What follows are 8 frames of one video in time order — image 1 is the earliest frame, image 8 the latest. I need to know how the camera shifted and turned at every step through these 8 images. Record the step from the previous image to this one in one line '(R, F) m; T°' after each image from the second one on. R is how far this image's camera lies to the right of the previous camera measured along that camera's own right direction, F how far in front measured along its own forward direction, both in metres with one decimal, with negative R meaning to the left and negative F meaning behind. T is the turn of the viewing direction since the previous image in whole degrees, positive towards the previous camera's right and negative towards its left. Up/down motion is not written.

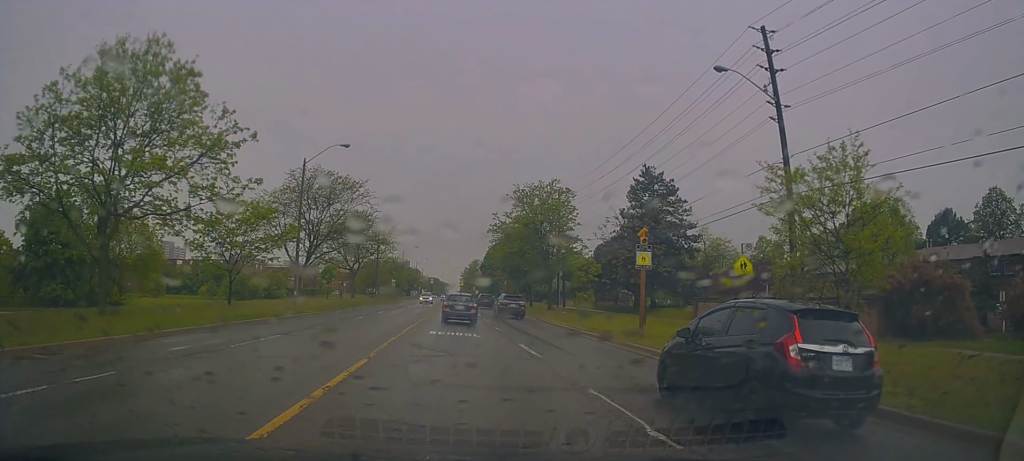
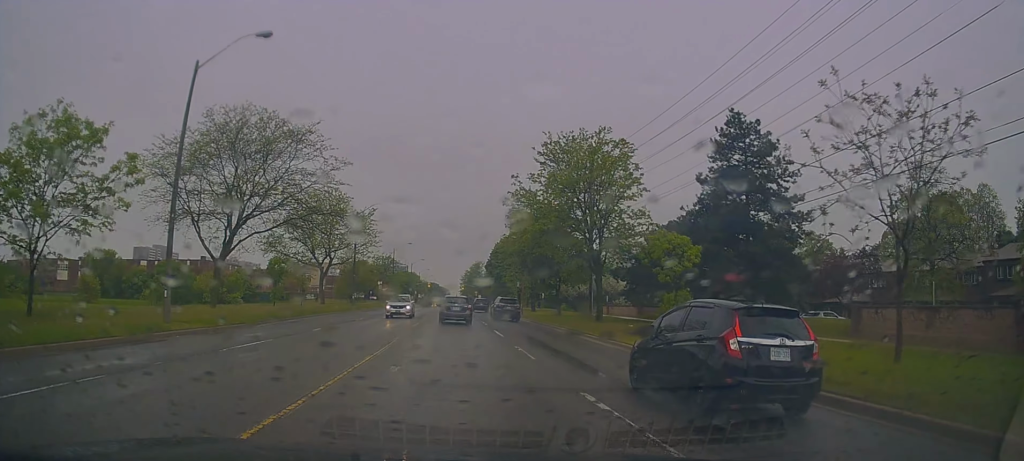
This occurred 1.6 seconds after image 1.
(-0.6, +18.4) m; -1°
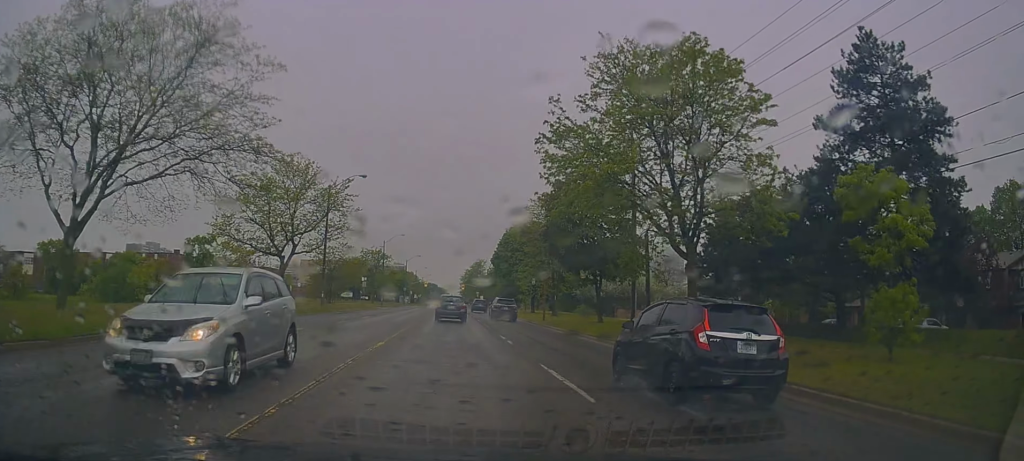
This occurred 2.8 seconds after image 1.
(+0.6, +14.2) m; +3°
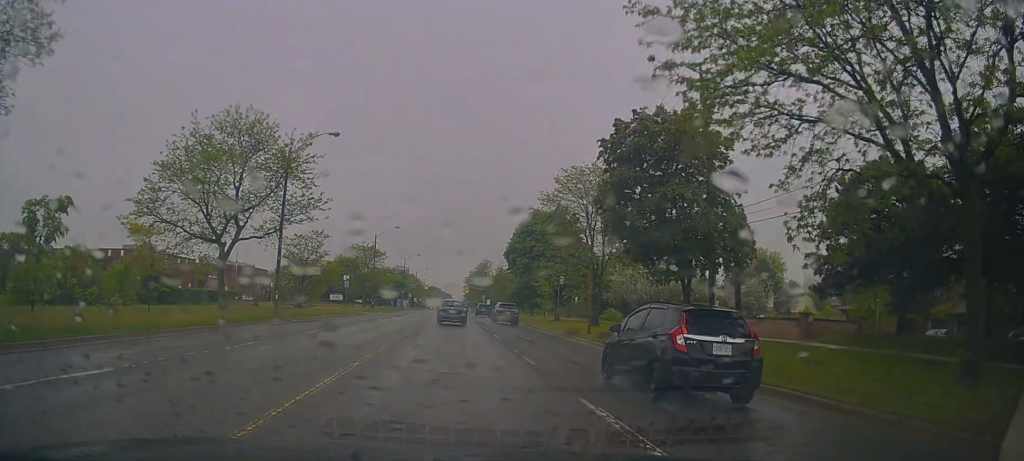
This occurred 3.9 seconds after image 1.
(+0.1, +13.5) m; -1°
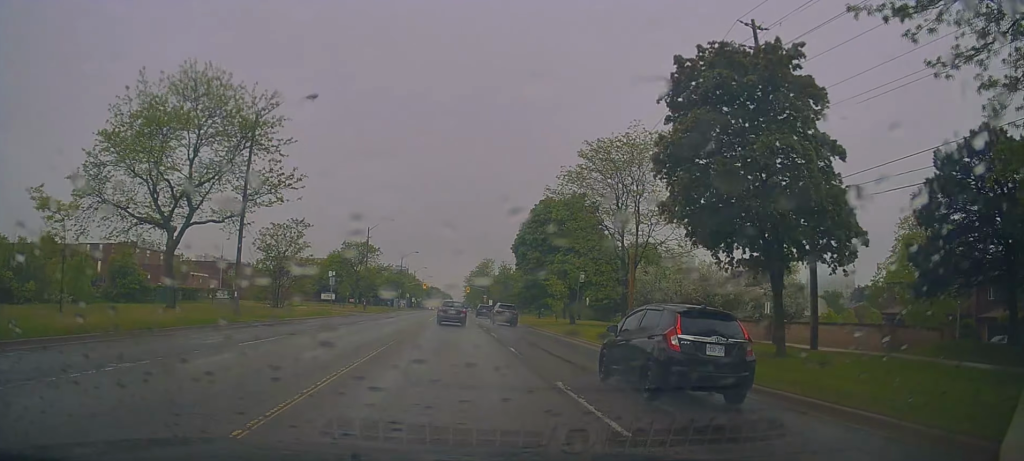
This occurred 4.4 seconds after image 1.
(0.0, +6.6) m; -2°
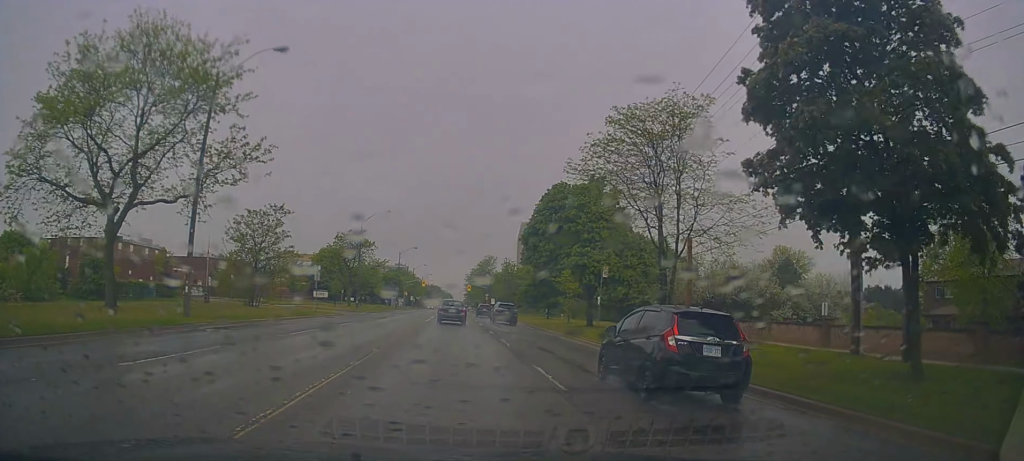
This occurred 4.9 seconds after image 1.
(-0.1, +5.6) m; -1°
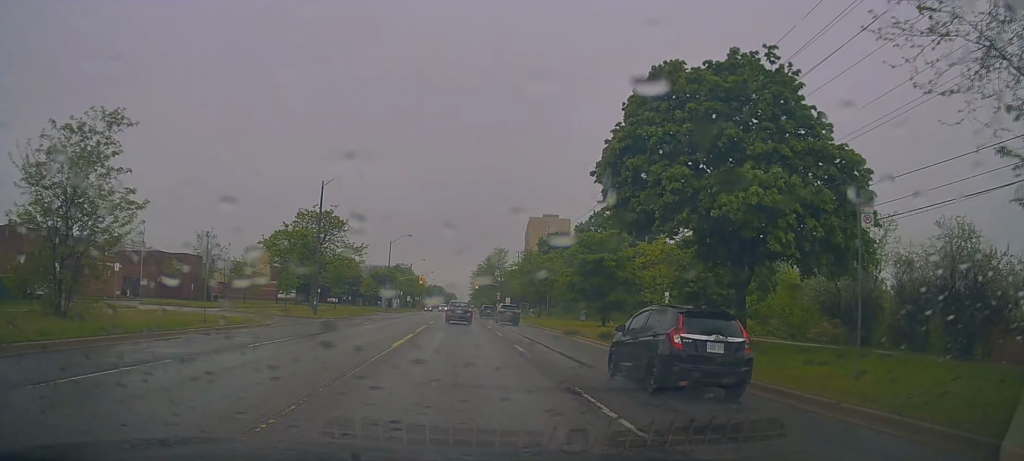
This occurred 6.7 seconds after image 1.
(-0.7, +21.2) m; -1°
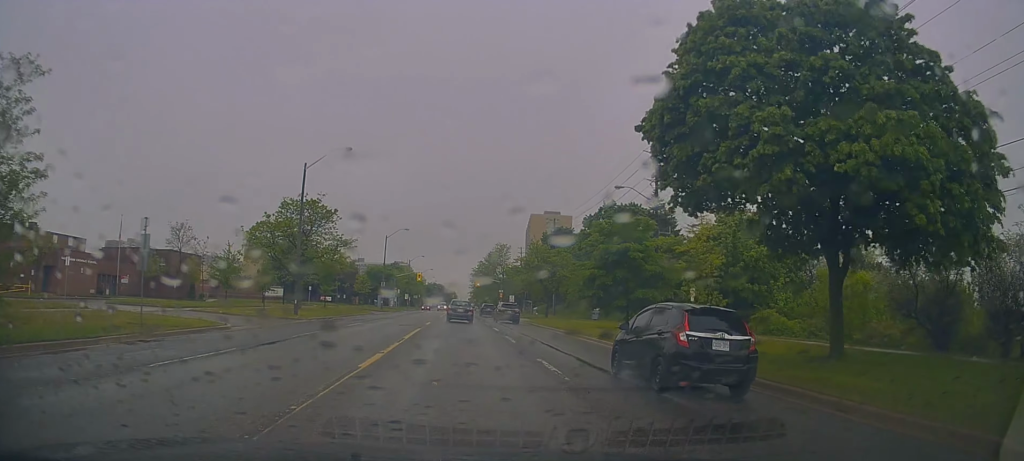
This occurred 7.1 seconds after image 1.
(+0.1, +5.4) m; +1°
